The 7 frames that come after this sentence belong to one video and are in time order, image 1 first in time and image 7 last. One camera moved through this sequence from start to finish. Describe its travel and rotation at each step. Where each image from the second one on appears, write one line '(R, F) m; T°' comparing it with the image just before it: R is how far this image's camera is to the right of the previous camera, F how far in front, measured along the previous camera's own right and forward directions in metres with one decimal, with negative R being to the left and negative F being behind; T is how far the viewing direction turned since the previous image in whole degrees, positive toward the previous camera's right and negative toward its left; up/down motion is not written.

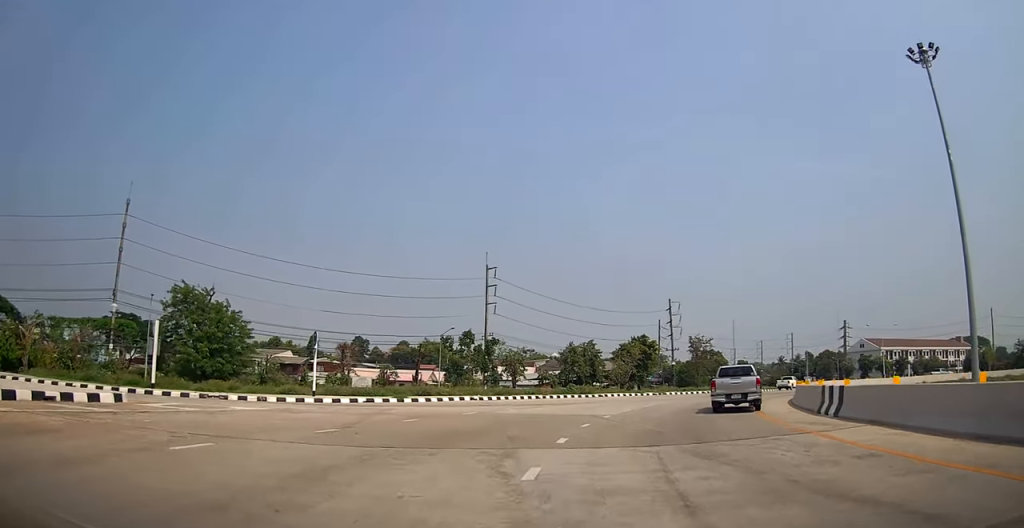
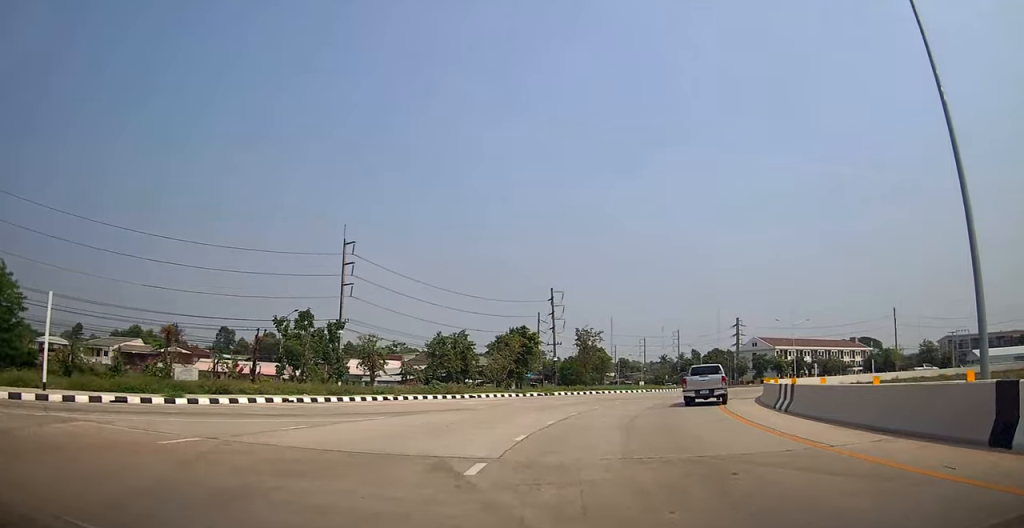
(+2.6, +9.6) m; +25°
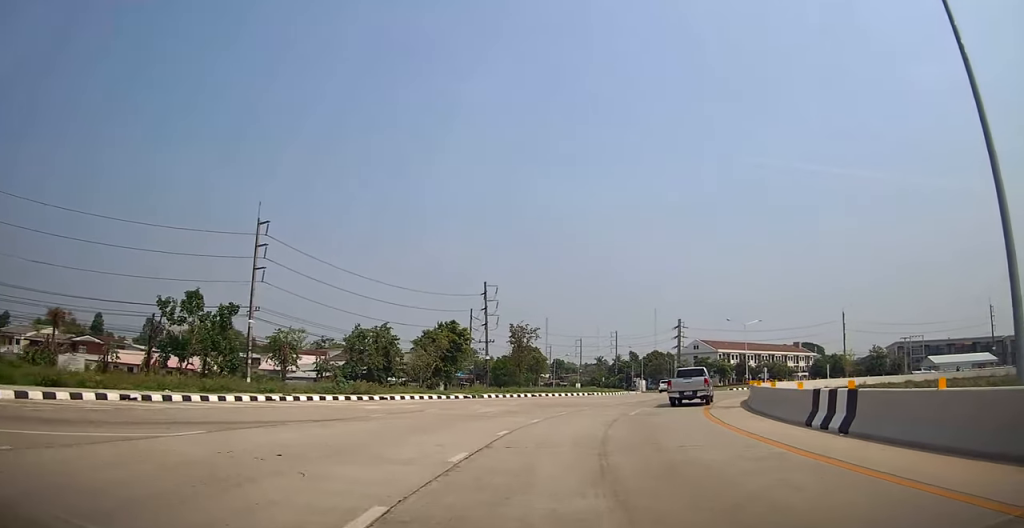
(+1.1, +6.2) m; +6°
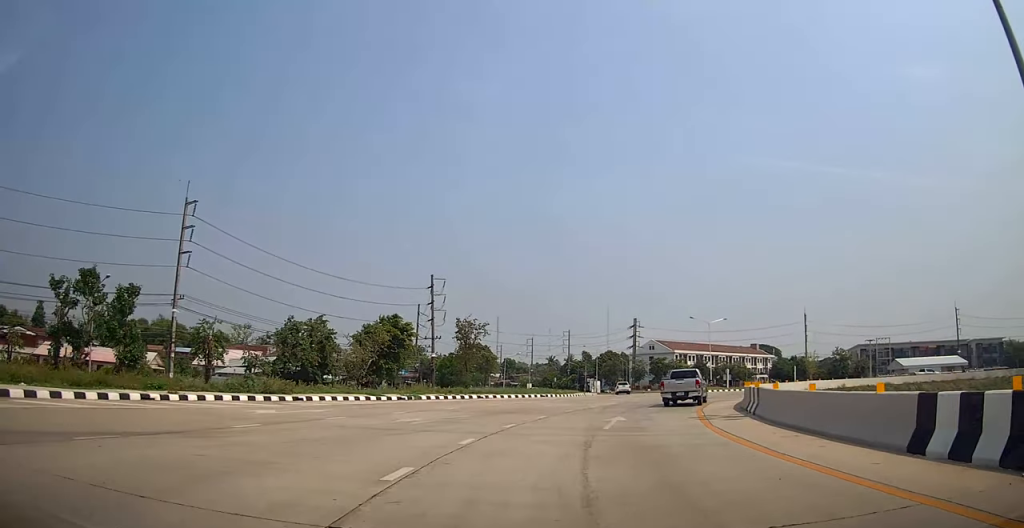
(-0.4, +5.4) m; 0°
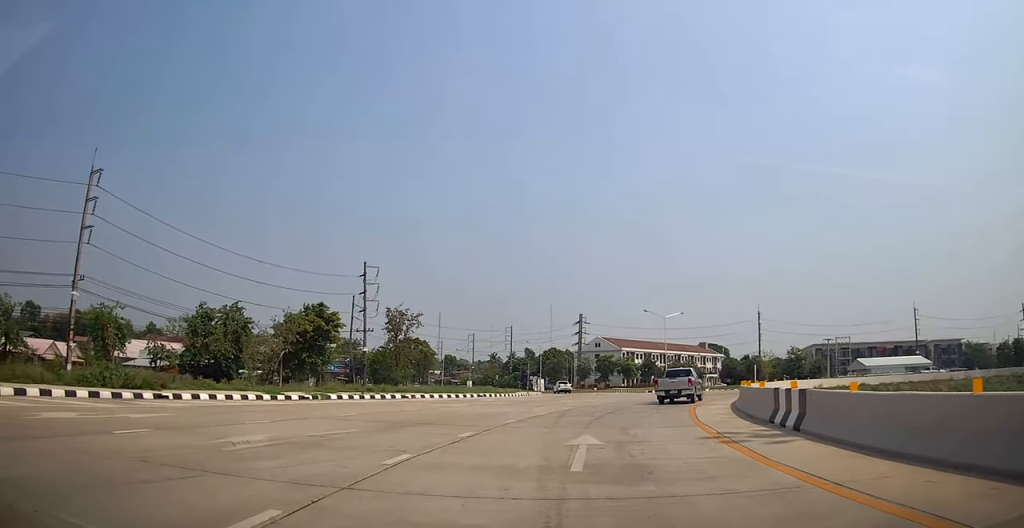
(-0.1, +6.3) m; +3°
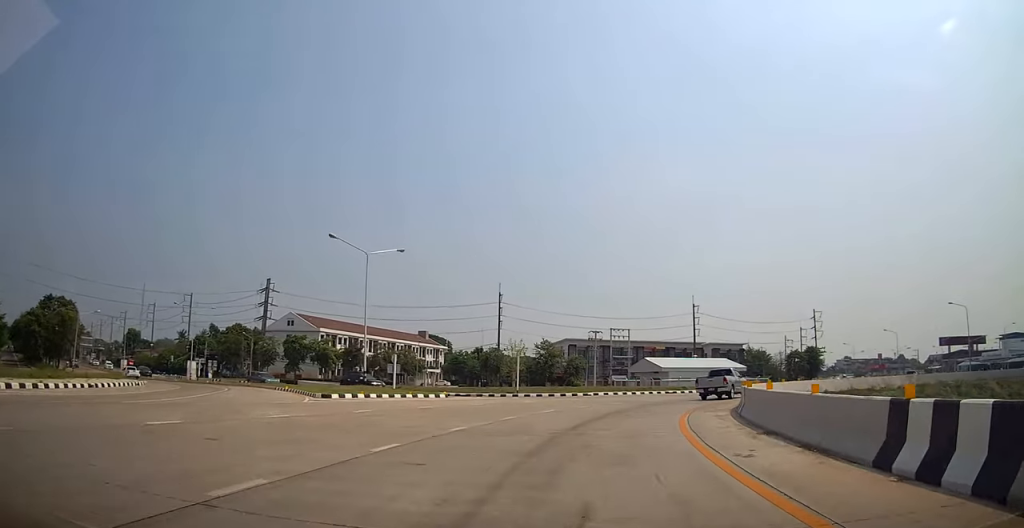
(+7.2, +30.3) m; +23°
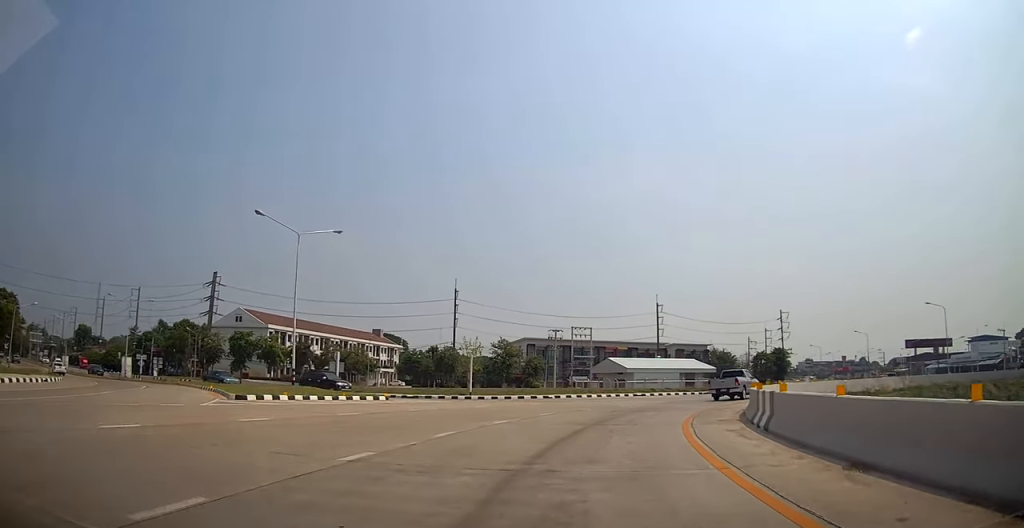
(+0.1, +4.3) m; +3°
